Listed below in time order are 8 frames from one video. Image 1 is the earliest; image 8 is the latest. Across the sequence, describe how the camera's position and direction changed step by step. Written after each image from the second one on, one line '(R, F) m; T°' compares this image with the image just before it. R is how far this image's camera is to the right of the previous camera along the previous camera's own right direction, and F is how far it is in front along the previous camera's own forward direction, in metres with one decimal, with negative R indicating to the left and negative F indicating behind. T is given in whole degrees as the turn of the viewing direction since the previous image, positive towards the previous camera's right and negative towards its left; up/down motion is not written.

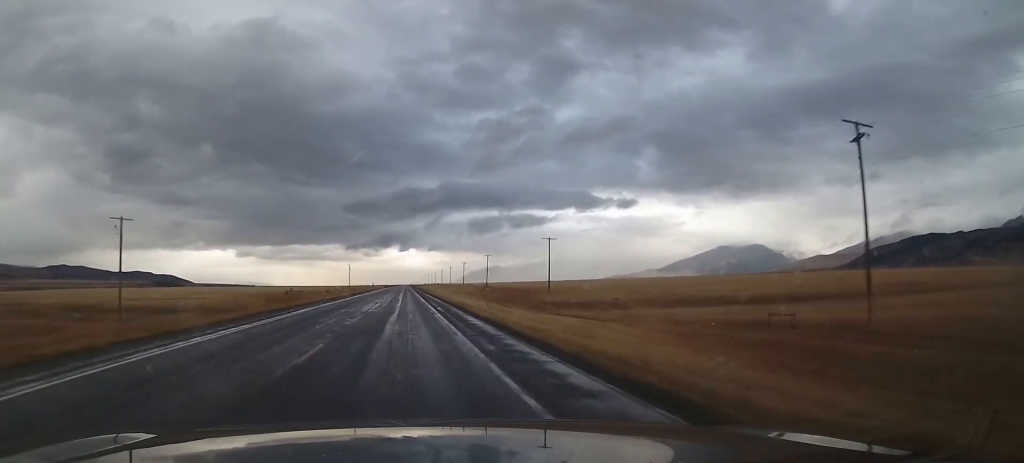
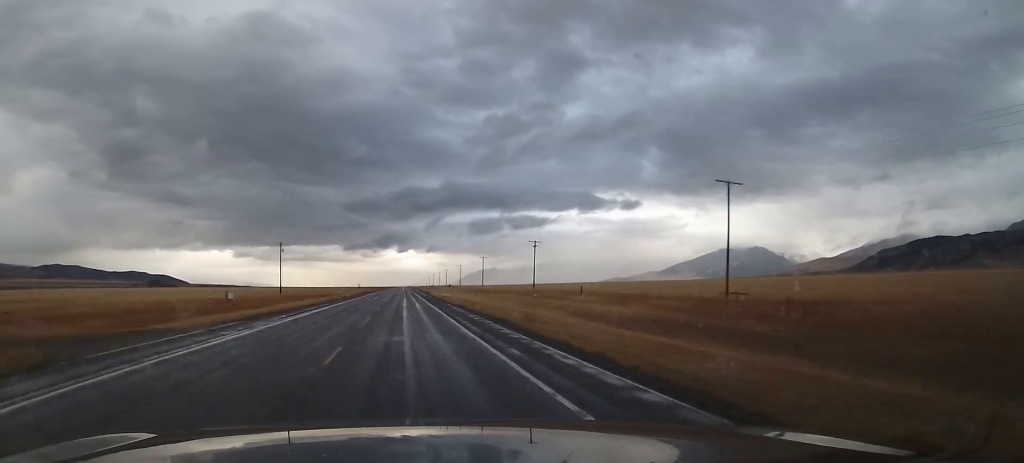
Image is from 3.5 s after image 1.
(-0.2, +131.7) m; 0°
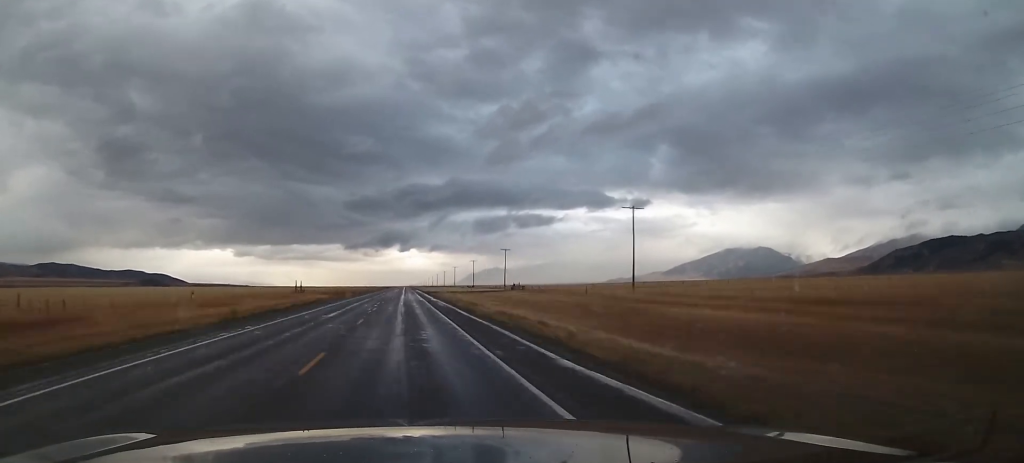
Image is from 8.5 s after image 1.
(+0.2, +195.1) m; 0°
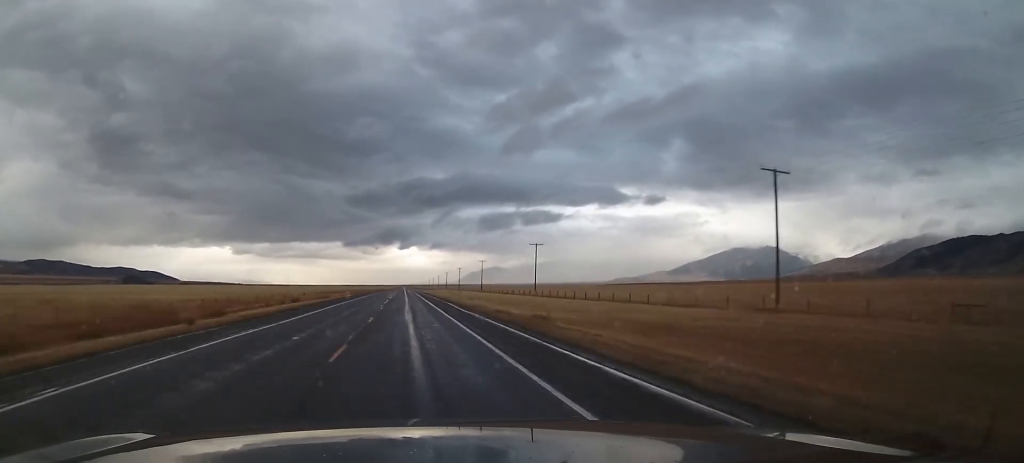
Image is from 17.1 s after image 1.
(+0.3, +331.2) m; 0°
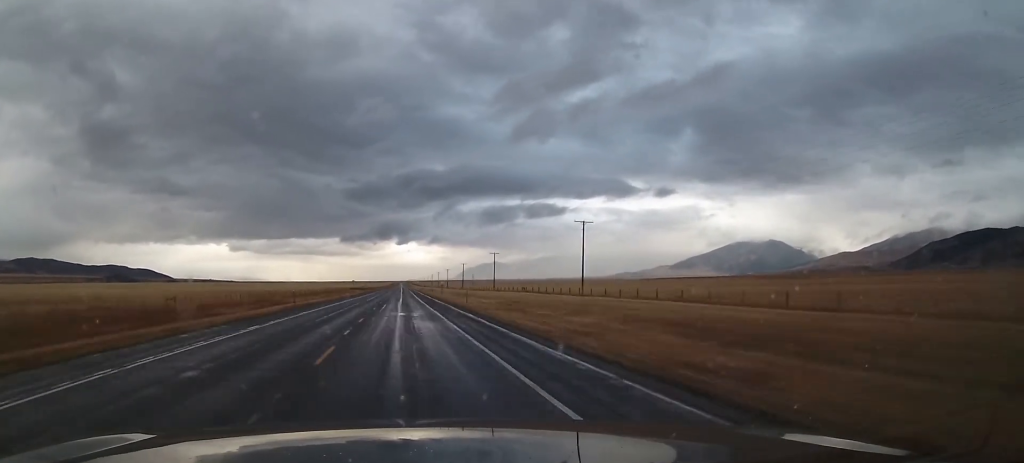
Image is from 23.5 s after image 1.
(+0.2, +250.5) m; 0°
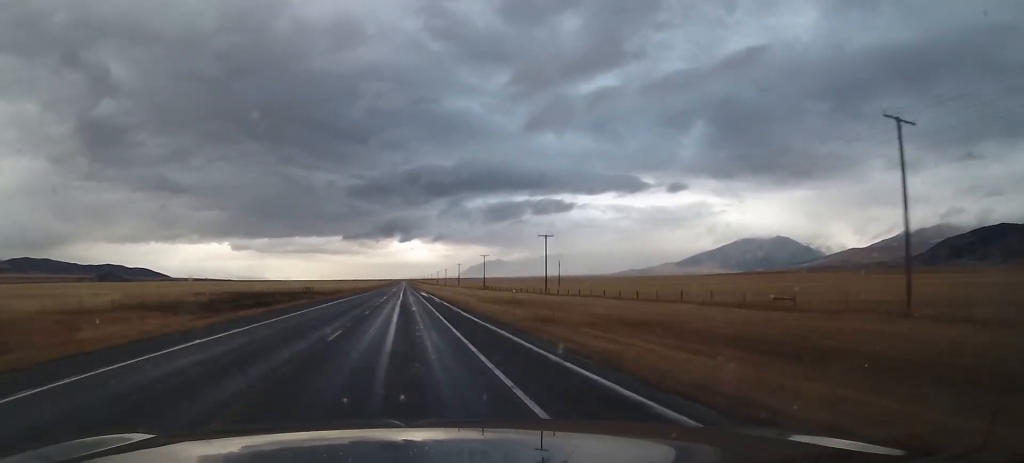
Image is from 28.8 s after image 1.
(+0.2, +210.2) m; 0°
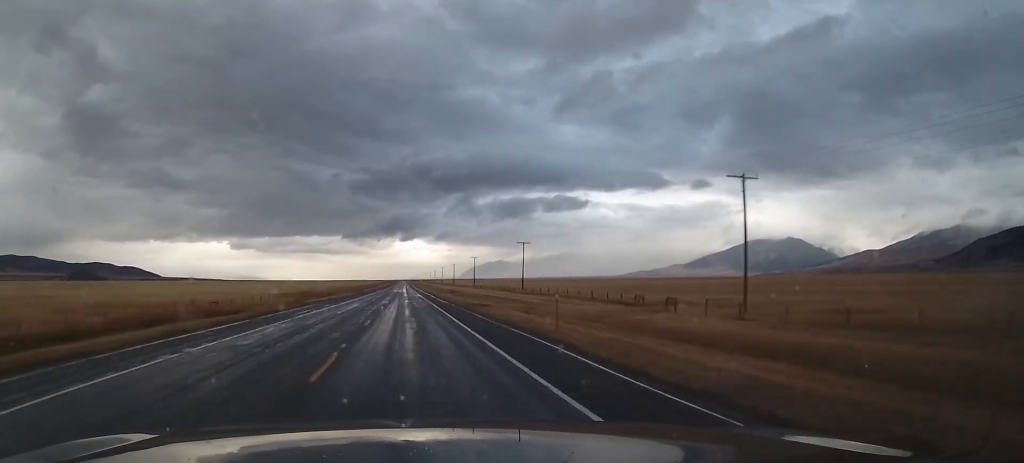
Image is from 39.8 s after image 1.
(-0.1, +433.7) m; 0°
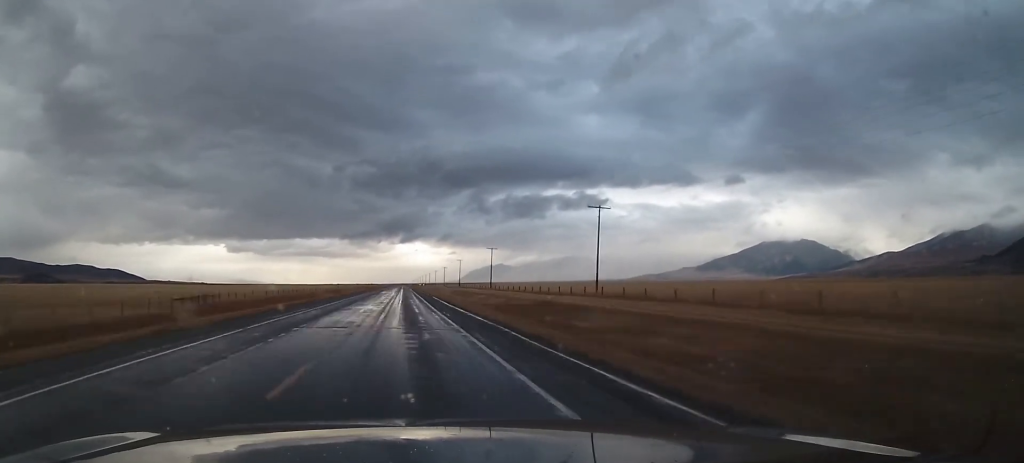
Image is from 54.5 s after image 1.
(+0.9, +574.8) m; 0°
